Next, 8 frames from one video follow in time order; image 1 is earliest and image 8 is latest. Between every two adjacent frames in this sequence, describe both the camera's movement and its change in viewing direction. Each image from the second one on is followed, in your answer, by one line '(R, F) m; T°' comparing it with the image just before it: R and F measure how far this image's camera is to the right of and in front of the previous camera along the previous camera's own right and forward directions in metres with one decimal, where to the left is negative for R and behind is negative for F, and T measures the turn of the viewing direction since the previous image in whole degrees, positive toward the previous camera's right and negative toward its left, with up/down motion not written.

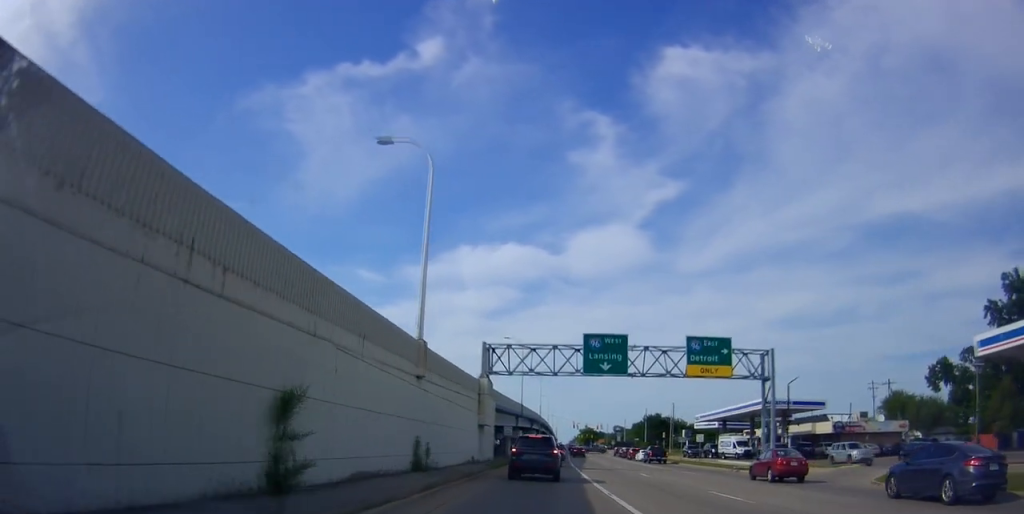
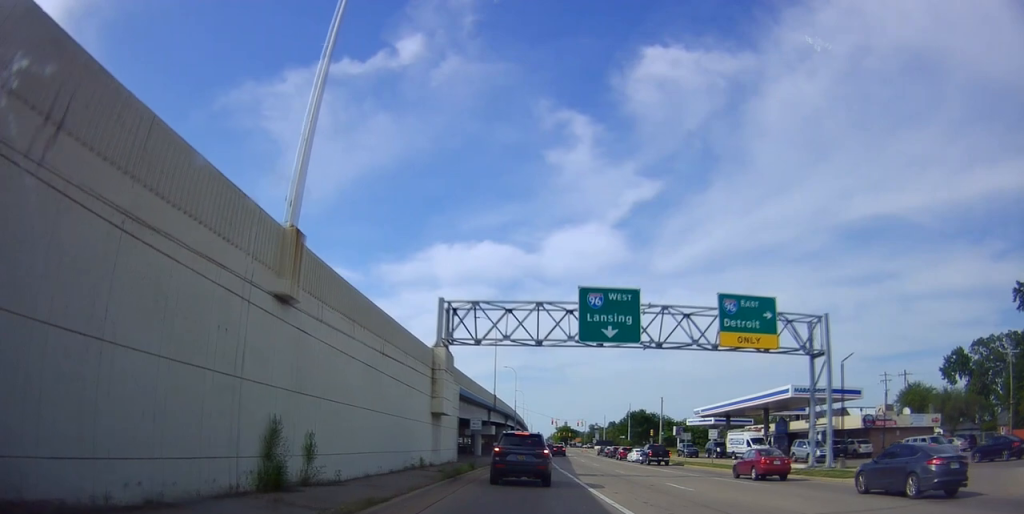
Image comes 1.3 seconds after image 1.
(+0.9, +14.0) m; +2°
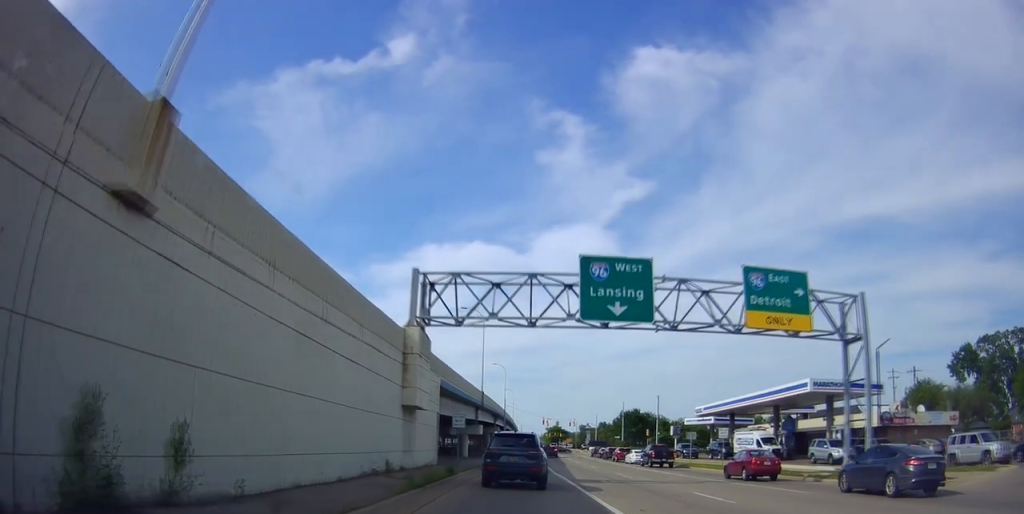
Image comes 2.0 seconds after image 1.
(-0.6, +5.8) m; 0°
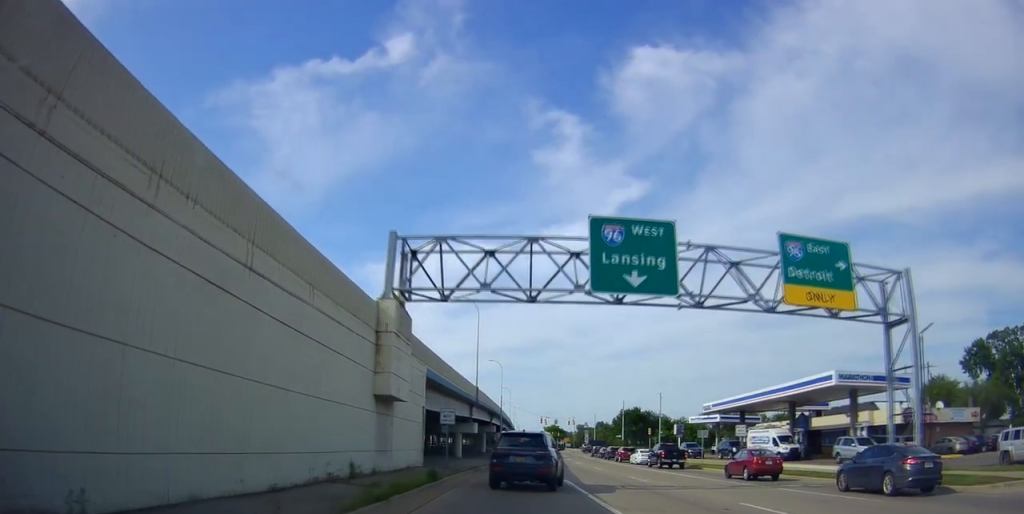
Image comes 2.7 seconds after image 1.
(0.0, +4.9) m; +1°
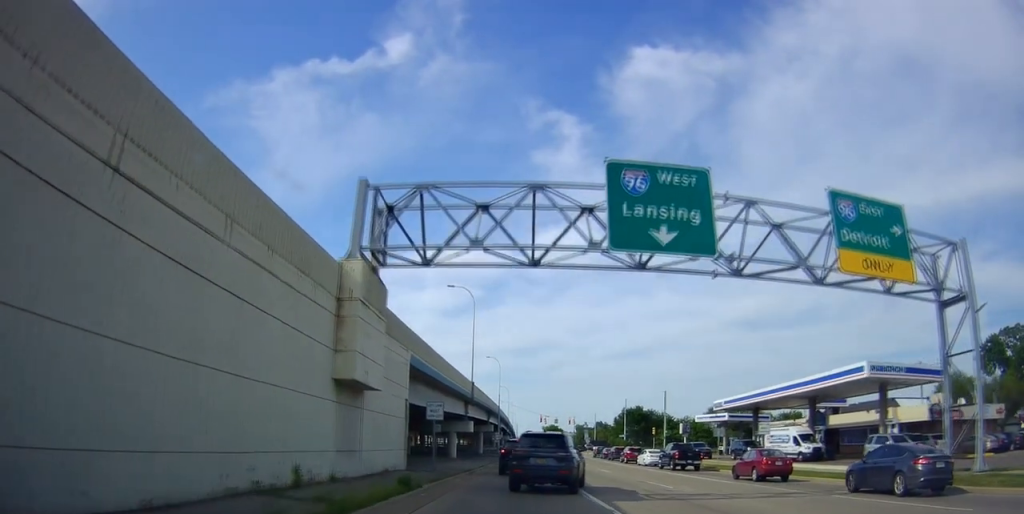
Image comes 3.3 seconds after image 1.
(+0.4, +4.8) m; +2°
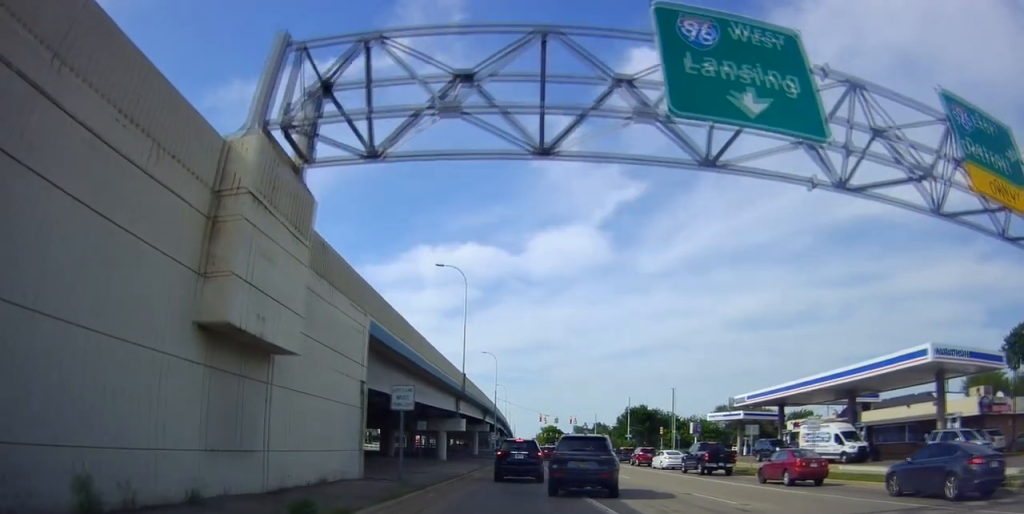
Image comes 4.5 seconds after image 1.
(-0.4, +6.9) m; 0°
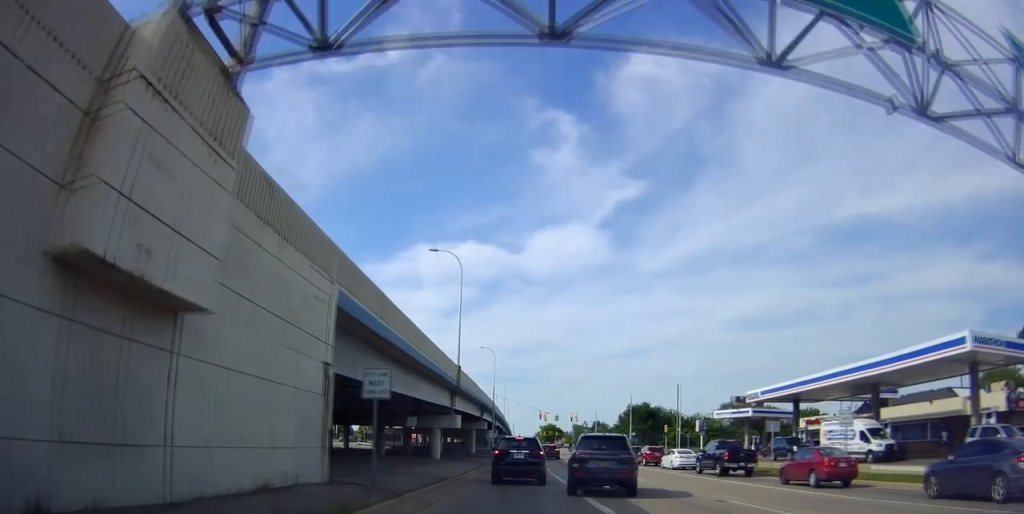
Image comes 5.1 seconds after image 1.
(+0.2, +3.3) m; +2°
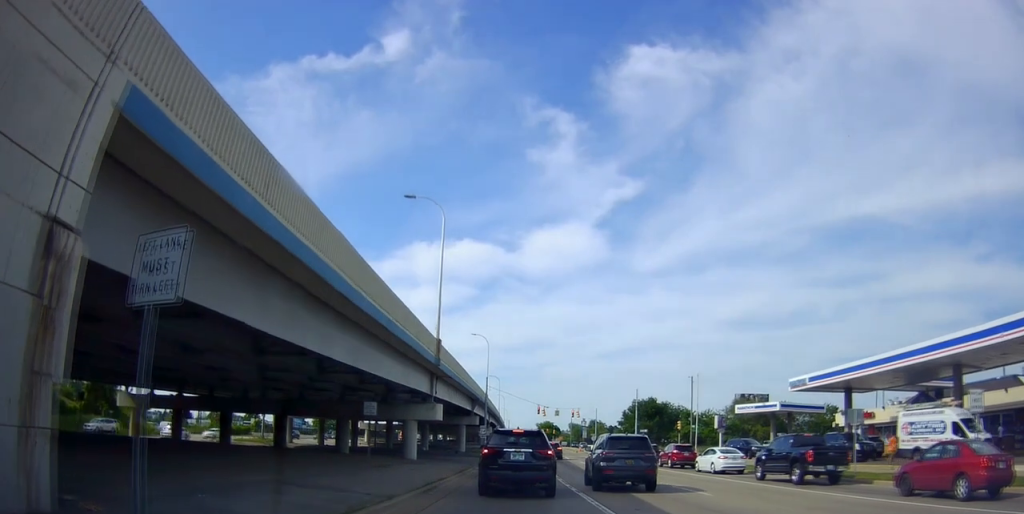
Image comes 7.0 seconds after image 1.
(+0.2, +9.4) m; +1°
